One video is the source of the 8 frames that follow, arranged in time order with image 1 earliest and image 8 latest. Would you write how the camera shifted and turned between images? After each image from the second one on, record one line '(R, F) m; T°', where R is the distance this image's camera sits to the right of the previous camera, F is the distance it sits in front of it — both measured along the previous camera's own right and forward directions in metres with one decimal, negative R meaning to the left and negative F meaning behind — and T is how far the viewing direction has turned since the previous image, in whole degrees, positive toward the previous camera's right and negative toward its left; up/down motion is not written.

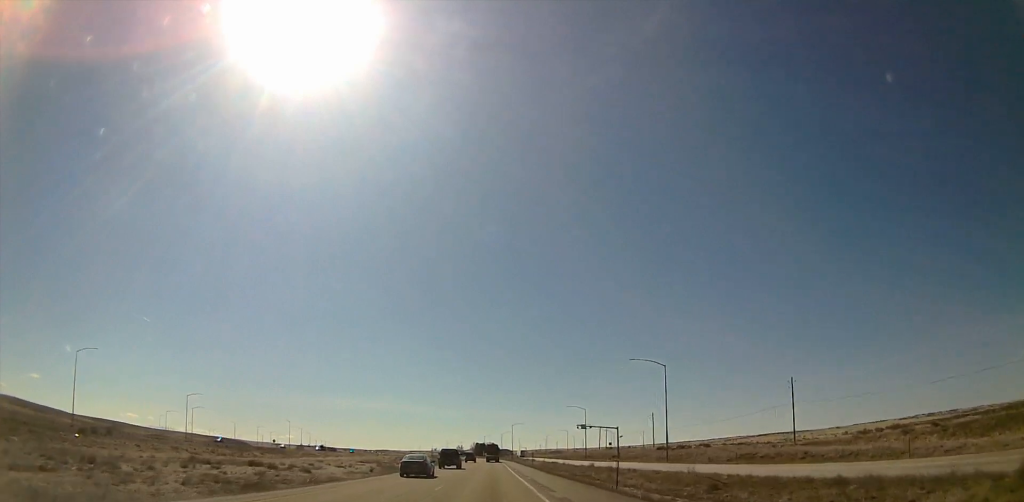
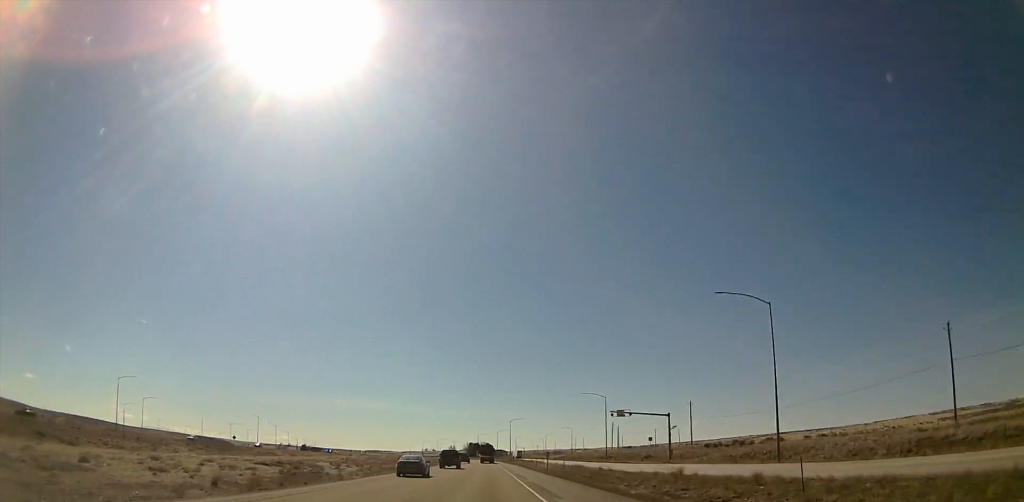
(0.0, +39.8) m; 0°
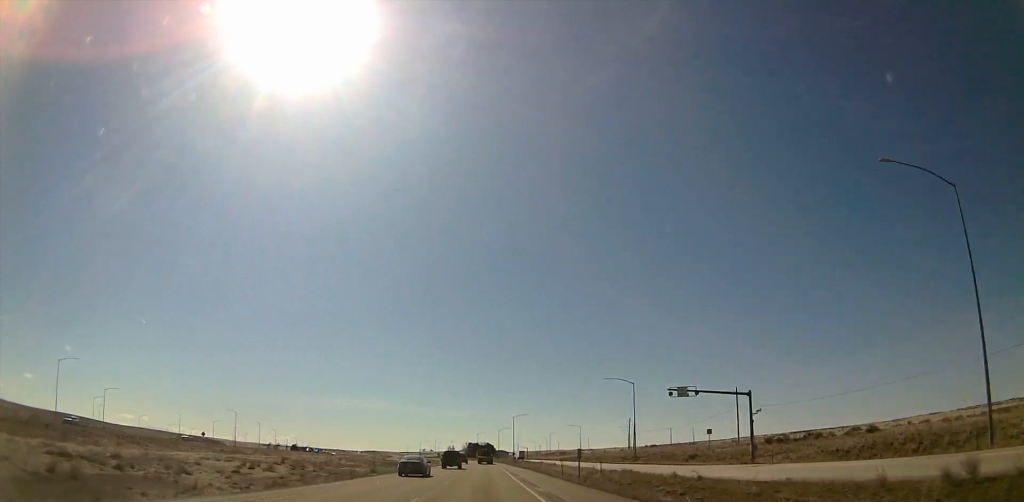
(0.0, +28.1) m; 0°
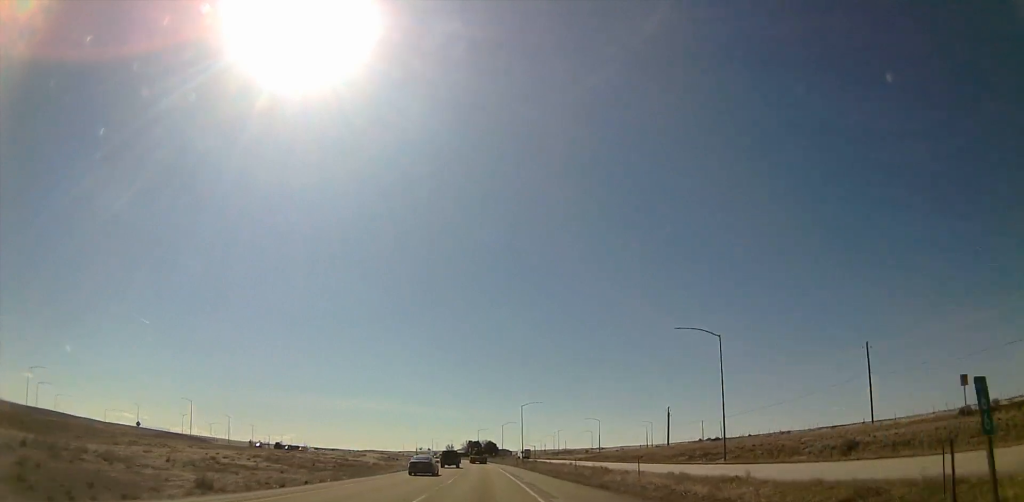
(0.0, +44.4) m; 0°
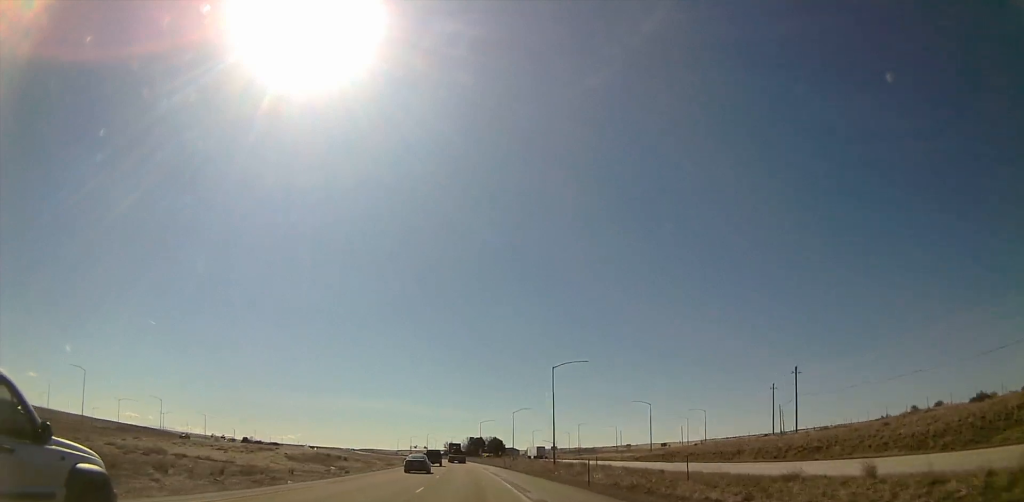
(0.0, +70.1) m; 0°
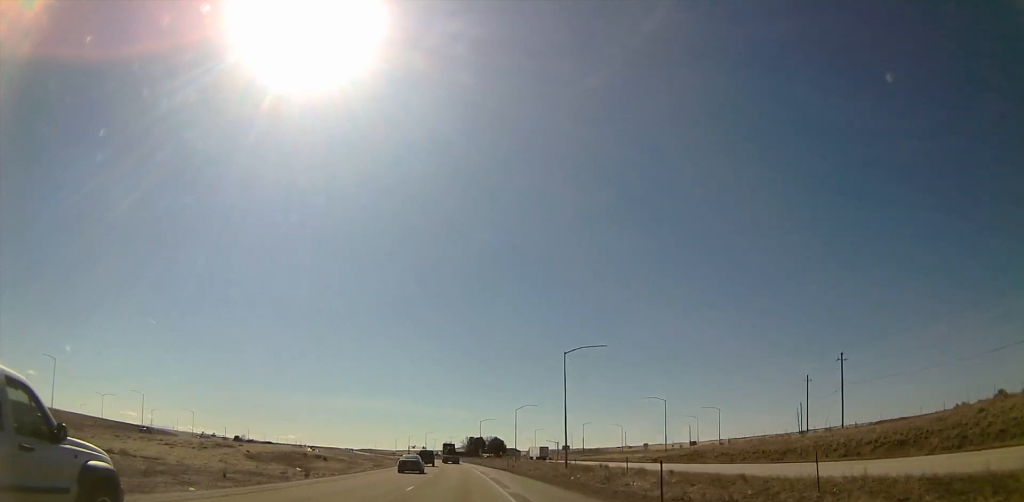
(0.0, +14.0) m; 0°
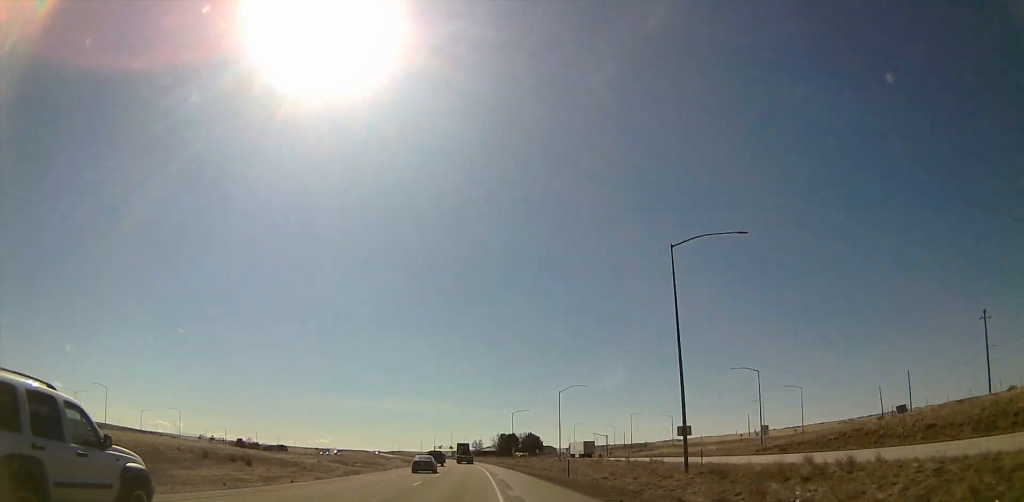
(0.0, +40.8) m; 0°
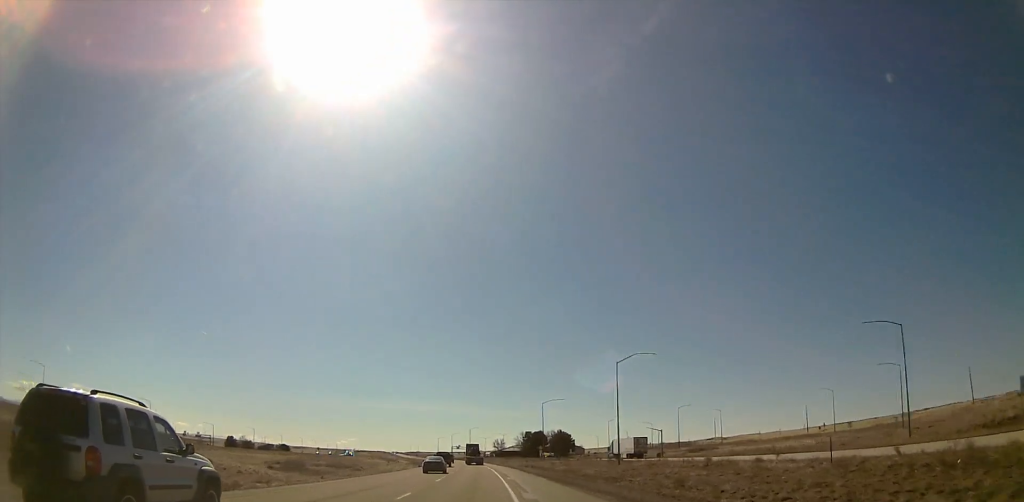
(0.0, +39.6) m; 0°
